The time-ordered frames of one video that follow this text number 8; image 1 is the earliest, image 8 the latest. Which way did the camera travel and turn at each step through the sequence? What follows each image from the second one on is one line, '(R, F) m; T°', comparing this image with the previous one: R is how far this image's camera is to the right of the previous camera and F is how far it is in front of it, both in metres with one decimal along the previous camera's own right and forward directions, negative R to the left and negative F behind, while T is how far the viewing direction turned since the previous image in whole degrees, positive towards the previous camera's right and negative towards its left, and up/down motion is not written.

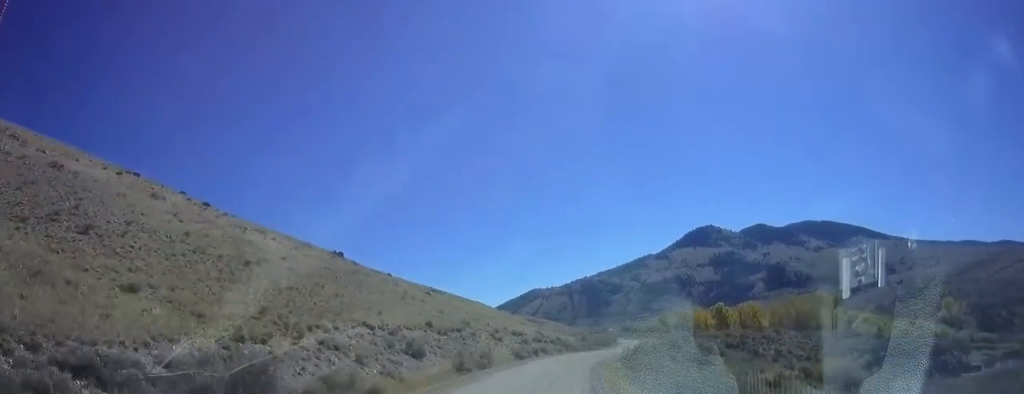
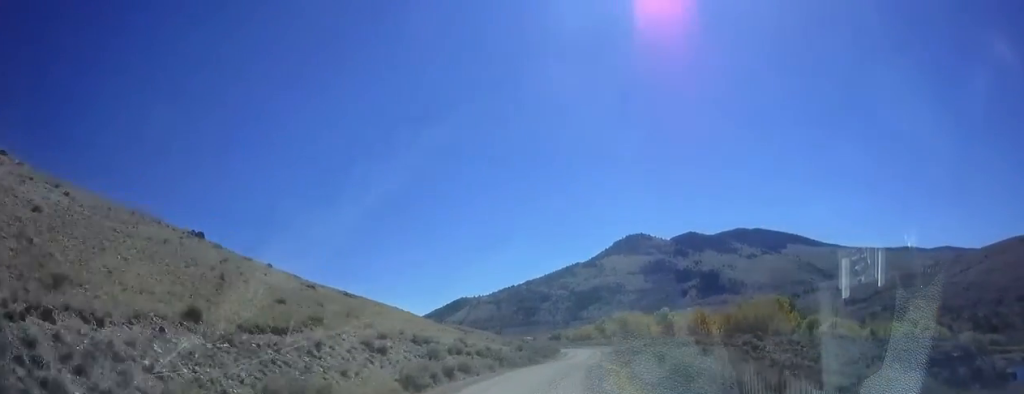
(+1.5, +27.4) m; +6°
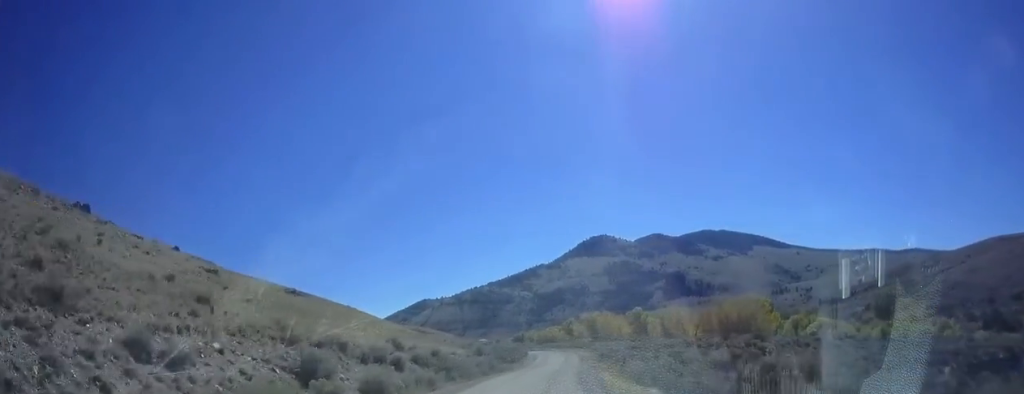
(+0.7, +18.3) m; +3°
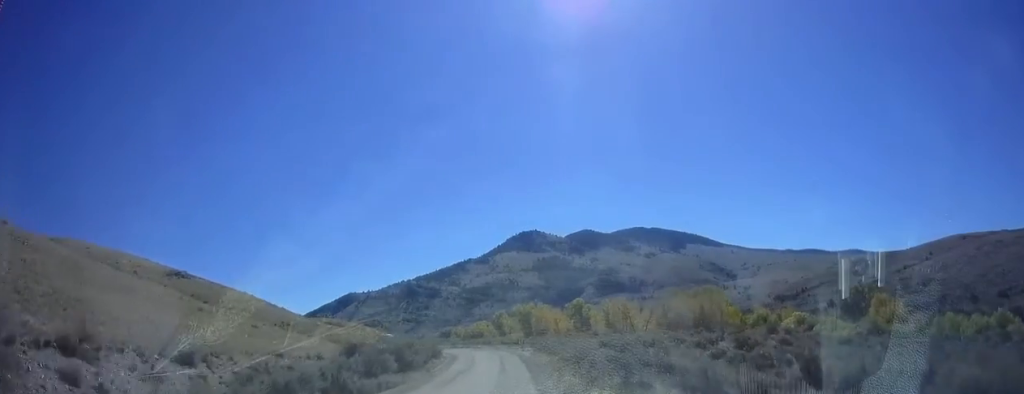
(+0.8, +22.4) m; +3°
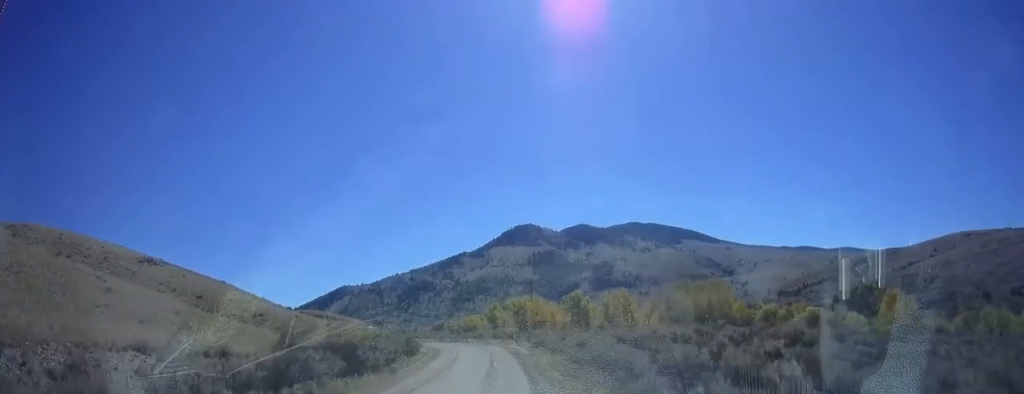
(0.0, +5.0) m; 0°
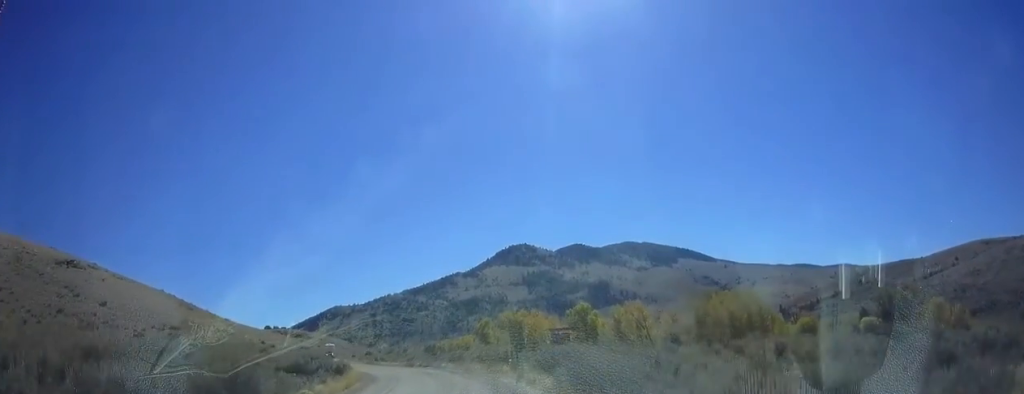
(-0.2, +14.2) m; -2°
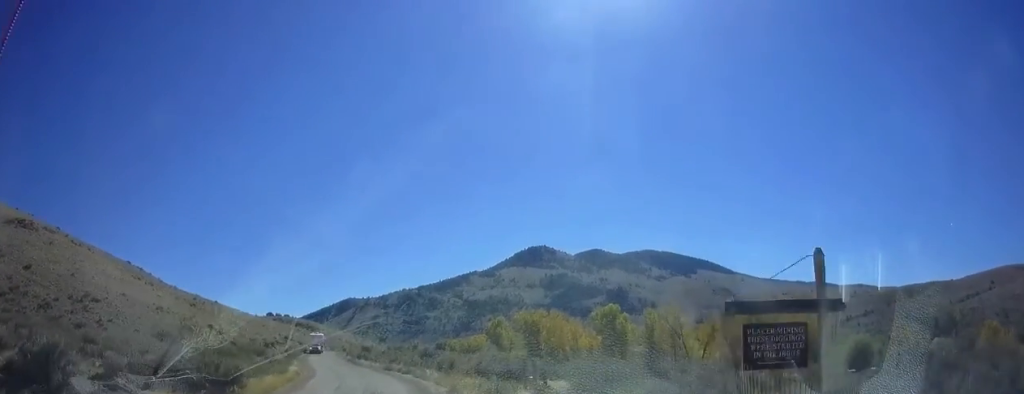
(-0.1, +9.8) m; -1°
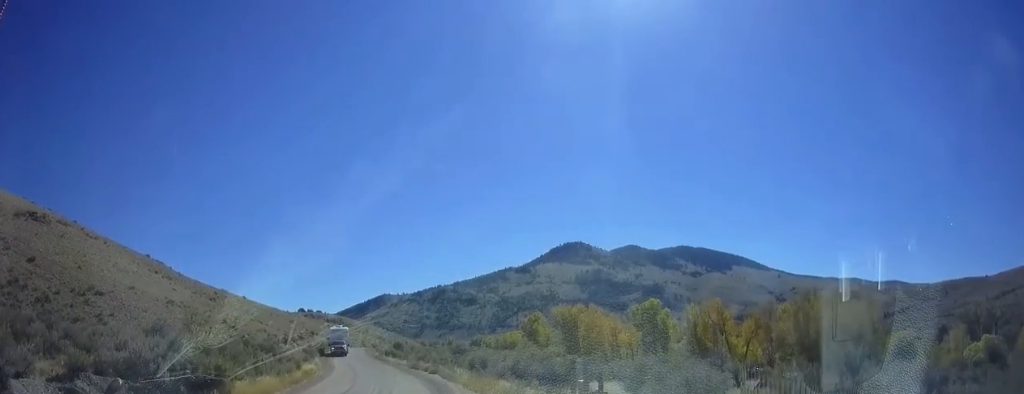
(-0.1, +5.7) m; -2°
